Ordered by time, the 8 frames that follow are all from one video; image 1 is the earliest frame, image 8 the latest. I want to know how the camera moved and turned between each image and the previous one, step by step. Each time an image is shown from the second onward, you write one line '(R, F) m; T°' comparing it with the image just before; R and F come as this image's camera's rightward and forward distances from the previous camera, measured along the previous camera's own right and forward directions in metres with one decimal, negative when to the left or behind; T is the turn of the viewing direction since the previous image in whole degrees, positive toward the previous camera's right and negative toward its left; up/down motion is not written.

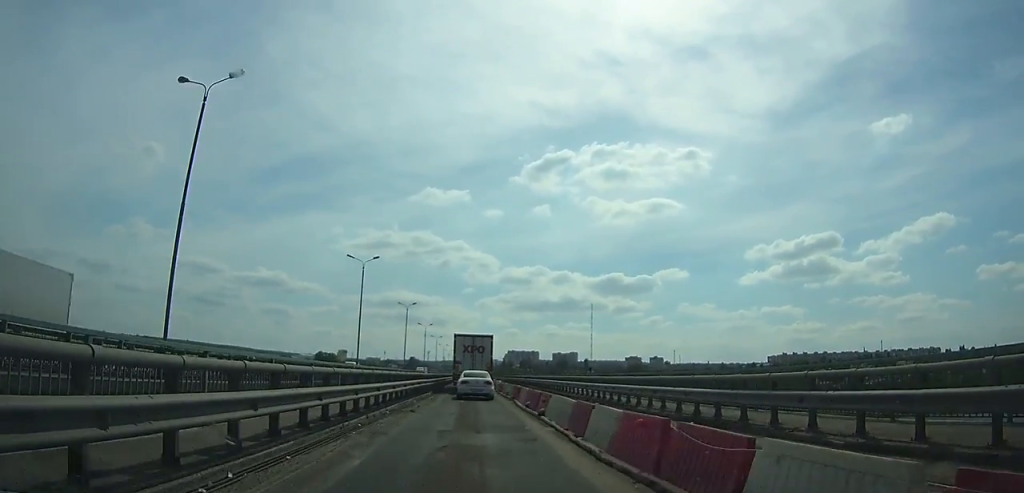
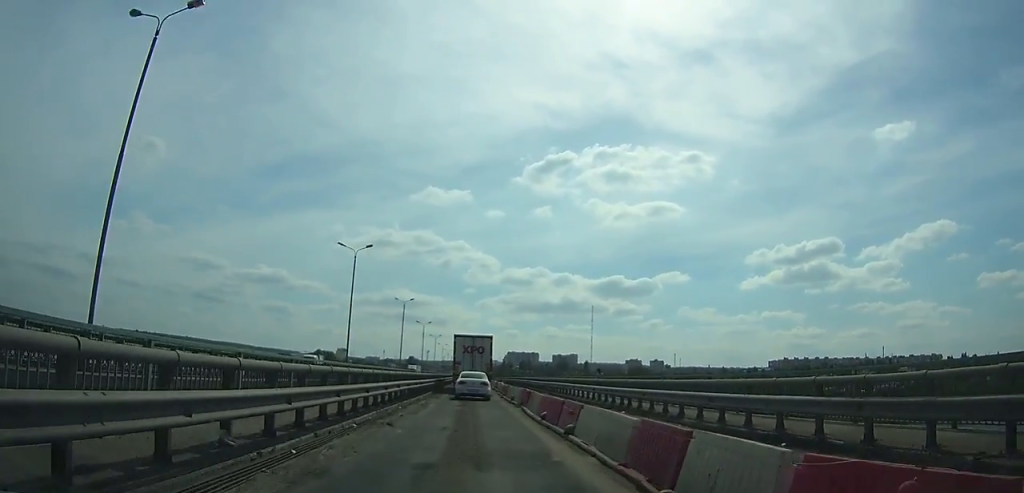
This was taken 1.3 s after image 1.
(0.0, +4.9) m; 0°
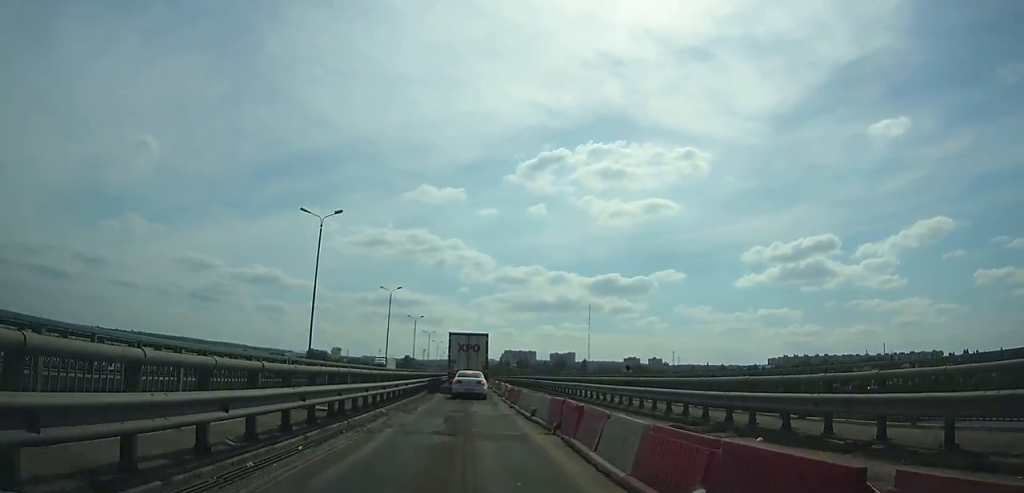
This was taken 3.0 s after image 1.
(0.0, +6.3) m; +1°
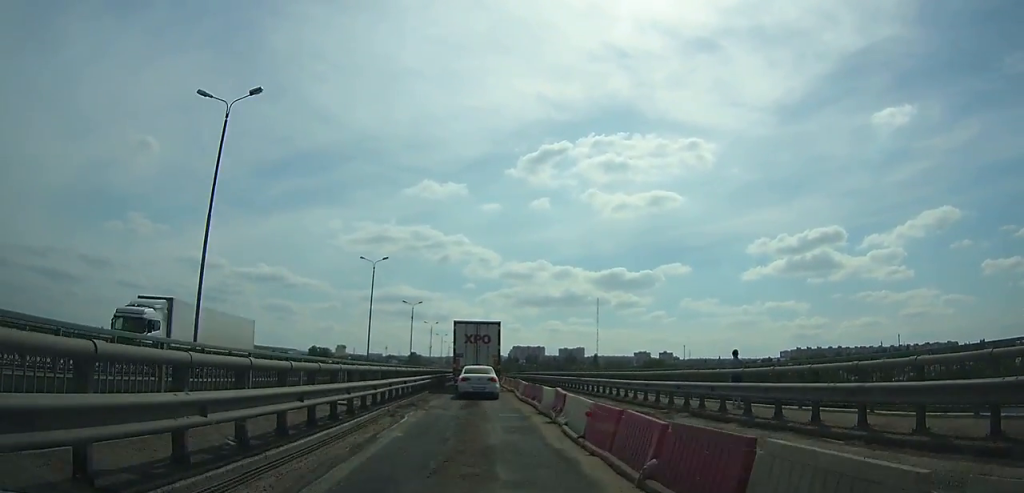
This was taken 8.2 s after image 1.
(+0.3, +17.9) m; +1°
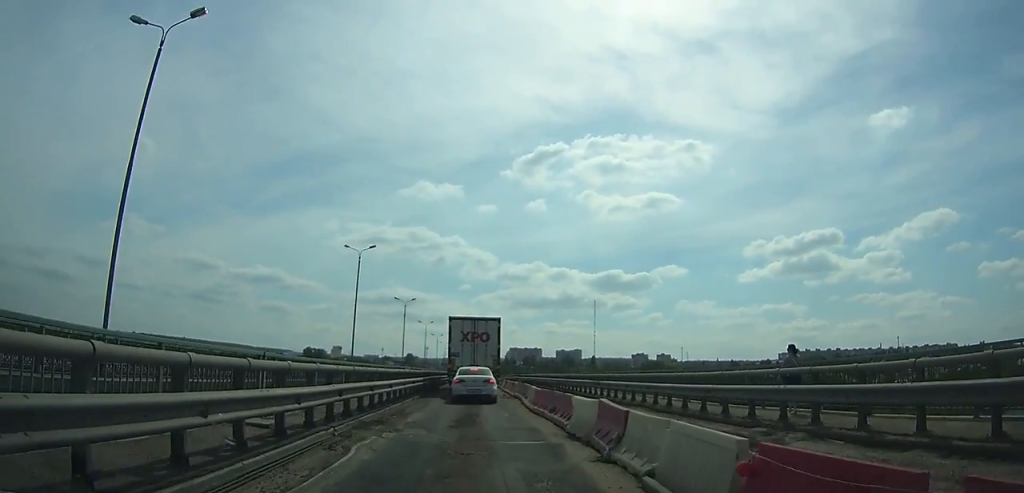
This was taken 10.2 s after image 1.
(0.0, +6.1) m; 0°
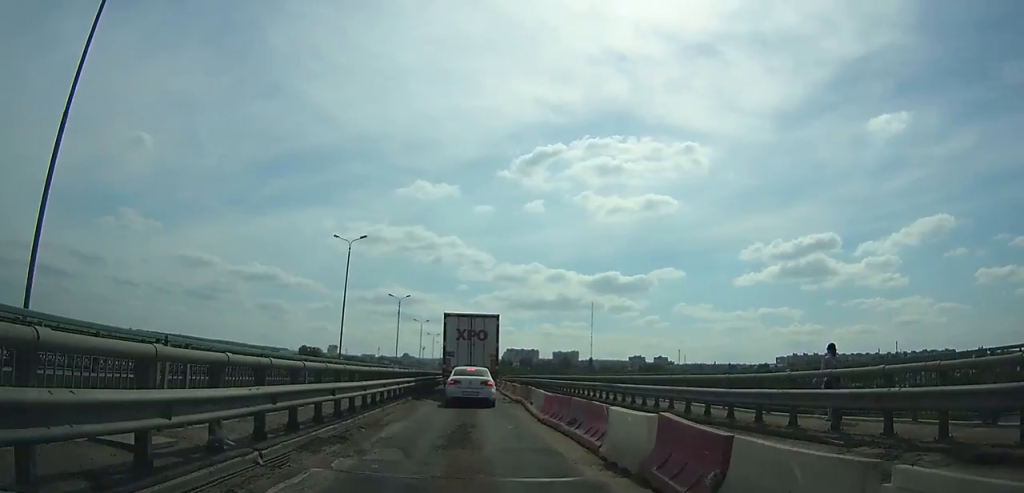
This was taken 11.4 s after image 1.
(0.0, +3.2) m; 0°
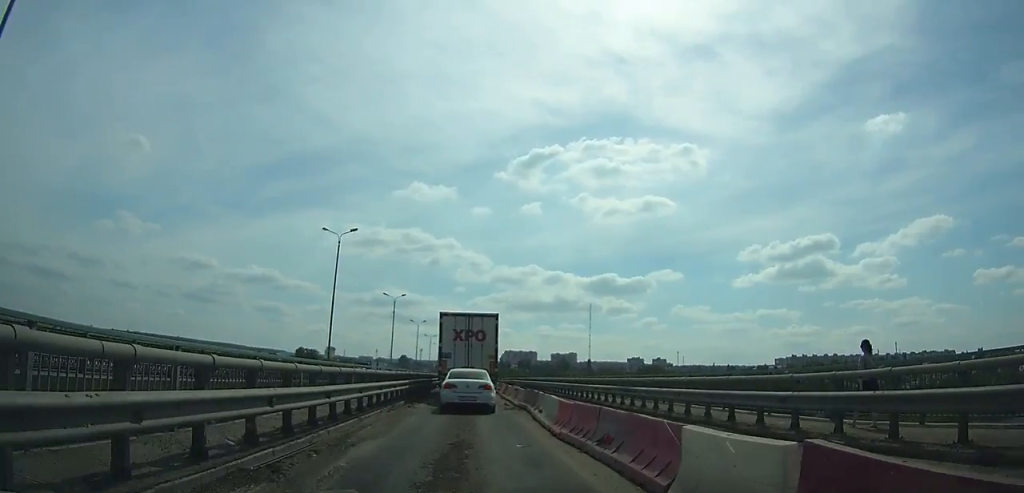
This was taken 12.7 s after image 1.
(-0.1, +3.4) m; +1°
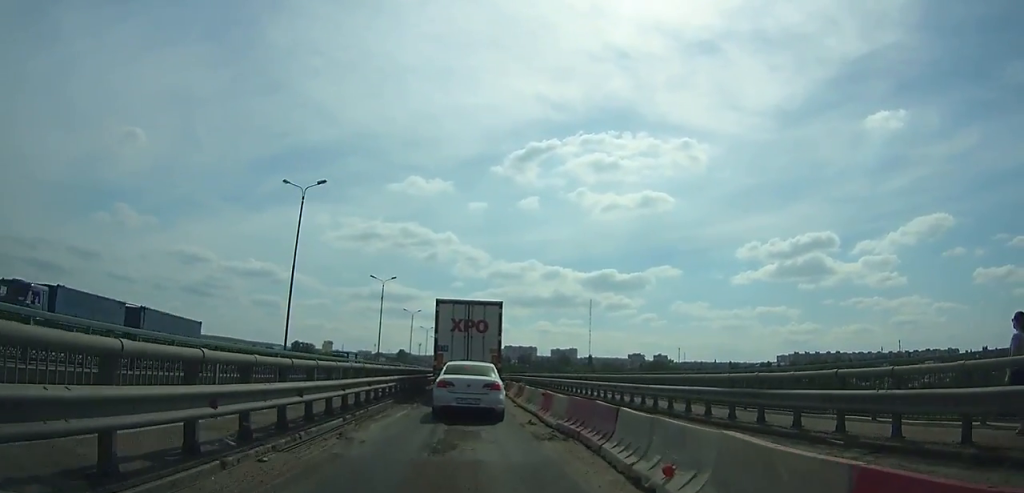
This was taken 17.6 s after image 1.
(+0.3, +10.8) m; +2°
